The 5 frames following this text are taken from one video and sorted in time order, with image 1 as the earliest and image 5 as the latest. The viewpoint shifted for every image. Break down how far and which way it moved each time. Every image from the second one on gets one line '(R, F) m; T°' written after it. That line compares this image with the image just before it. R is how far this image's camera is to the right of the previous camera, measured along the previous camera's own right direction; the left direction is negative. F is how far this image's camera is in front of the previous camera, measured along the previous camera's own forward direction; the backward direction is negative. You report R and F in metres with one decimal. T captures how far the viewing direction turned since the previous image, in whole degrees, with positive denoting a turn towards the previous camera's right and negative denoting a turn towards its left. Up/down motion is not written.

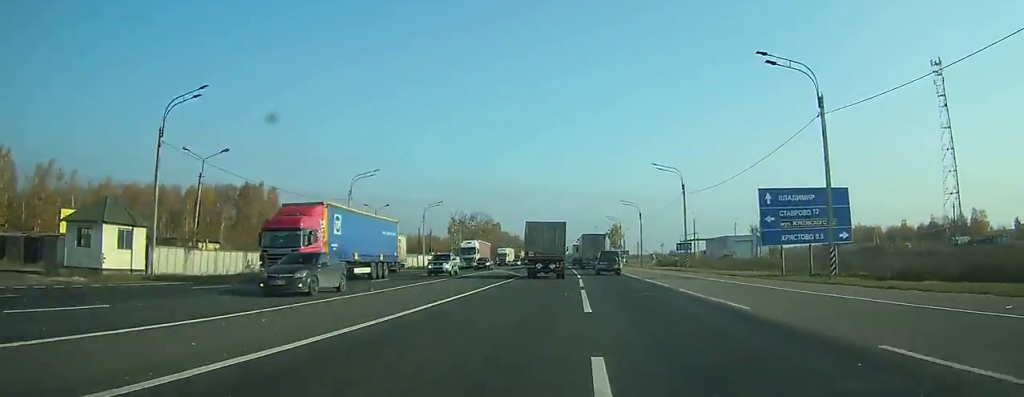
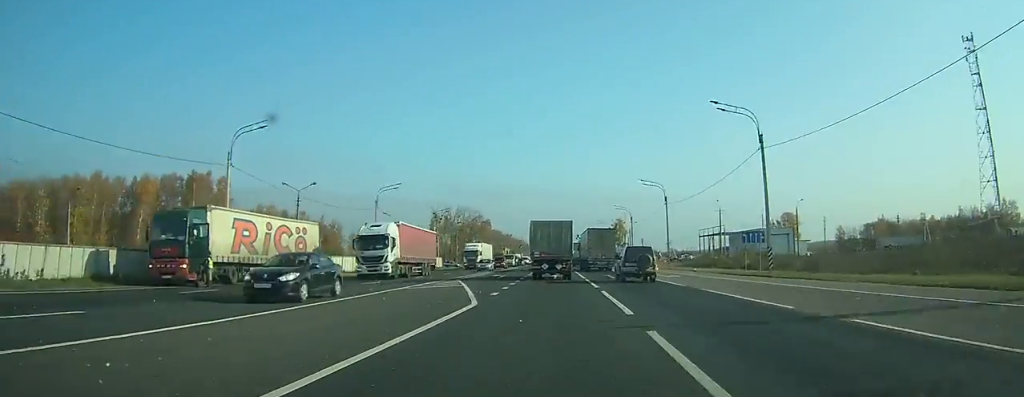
(0.0, +24.5) m; 0°
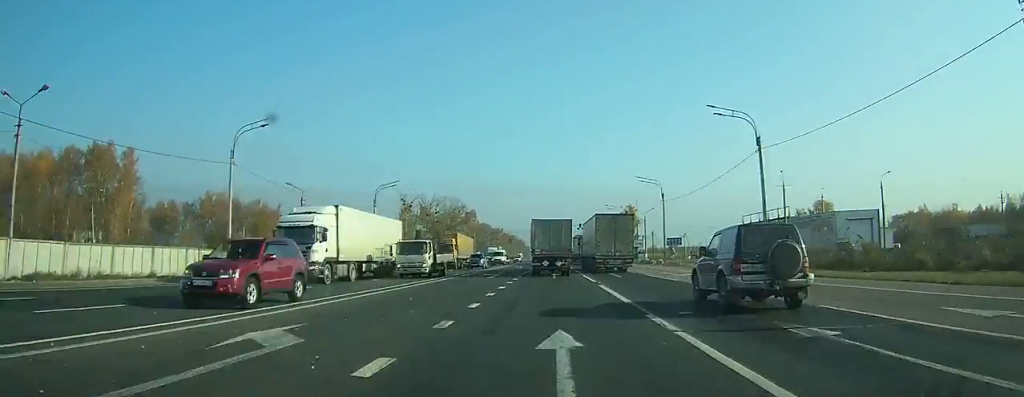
(+0.1, +34.7) m; 0°
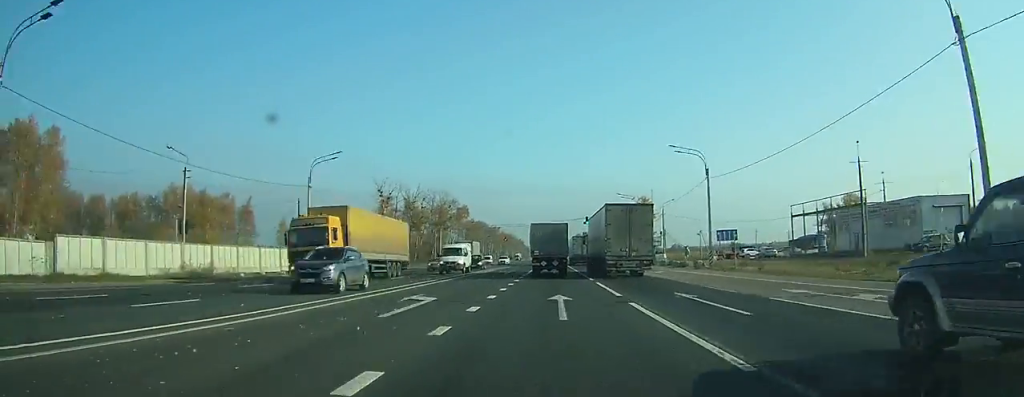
(0.0, +22.3) m; 0°
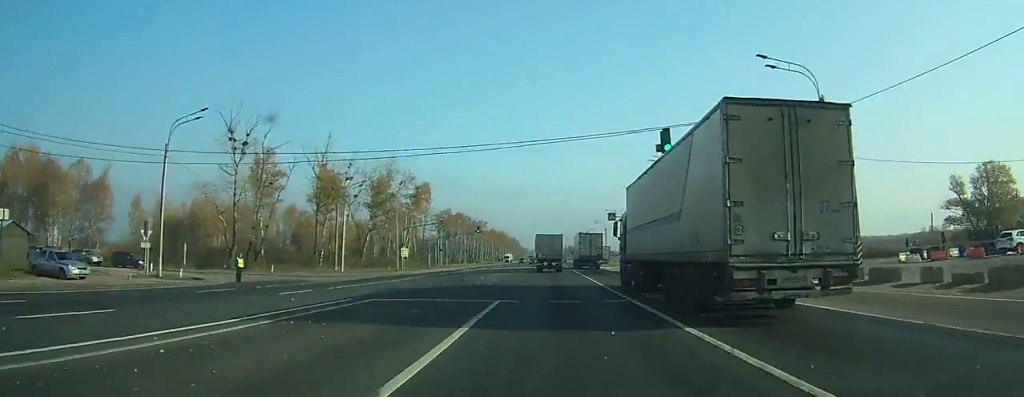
(+0.5, +68.6) m; +1°
